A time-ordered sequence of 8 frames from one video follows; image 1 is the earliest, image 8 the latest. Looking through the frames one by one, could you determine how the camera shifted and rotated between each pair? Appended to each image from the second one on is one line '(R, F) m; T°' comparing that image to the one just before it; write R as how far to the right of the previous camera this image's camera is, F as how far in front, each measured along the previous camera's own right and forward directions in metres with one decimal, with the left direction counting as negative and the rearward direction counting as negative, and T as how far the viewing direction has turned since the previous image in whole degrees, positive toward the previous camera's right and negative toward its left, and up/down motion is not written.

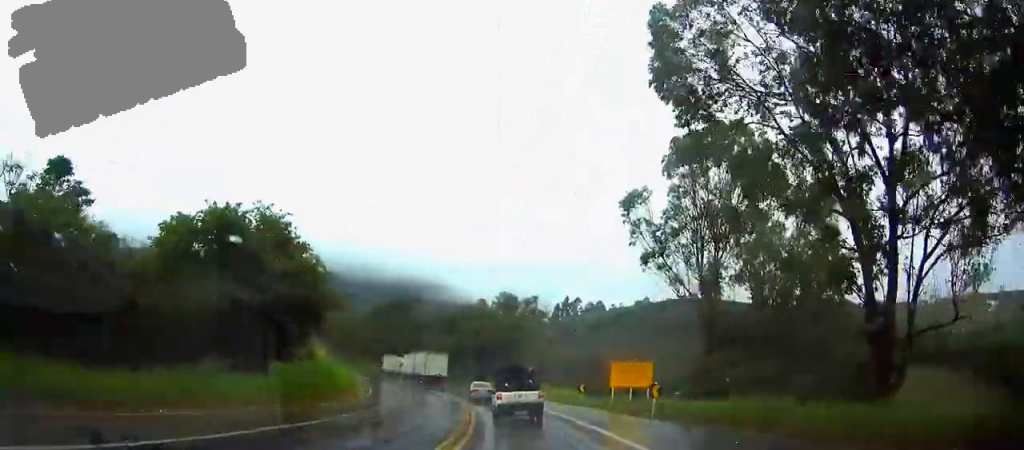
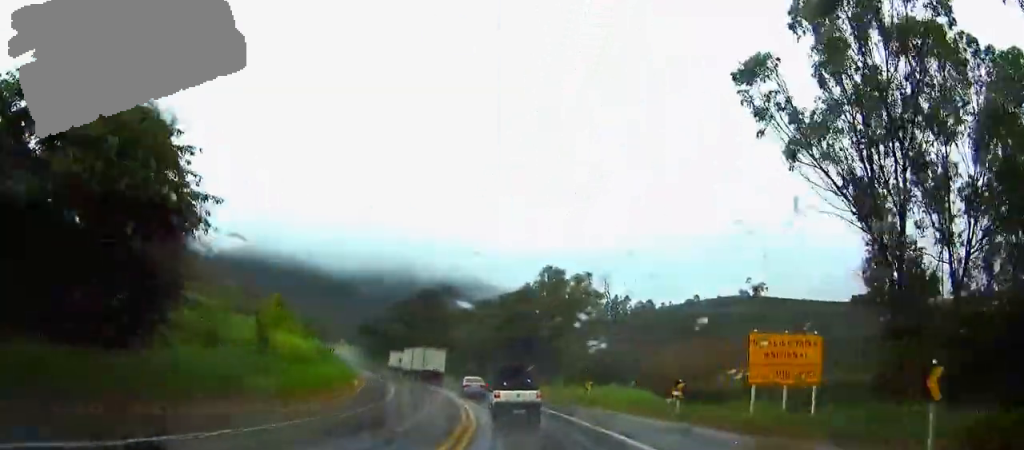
(-1.5, +18.8) m; -6°
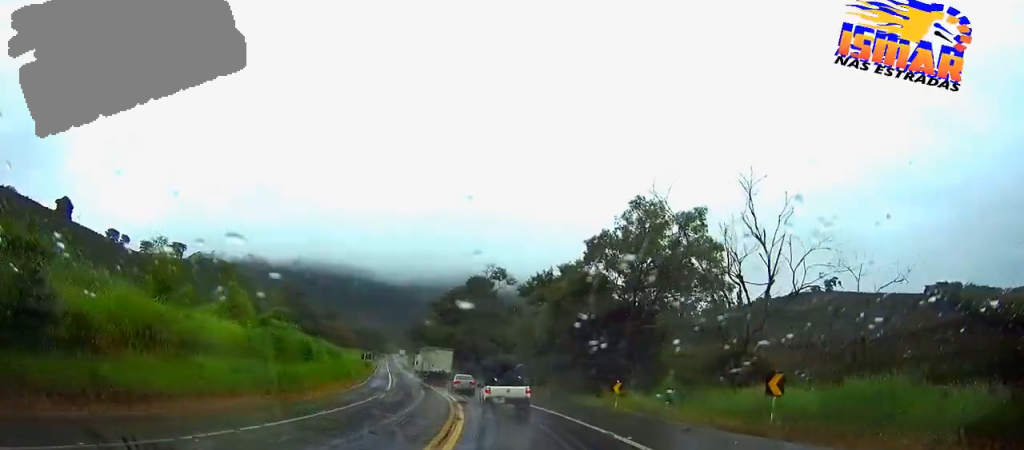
(-1.0, +24.7) m; -6°
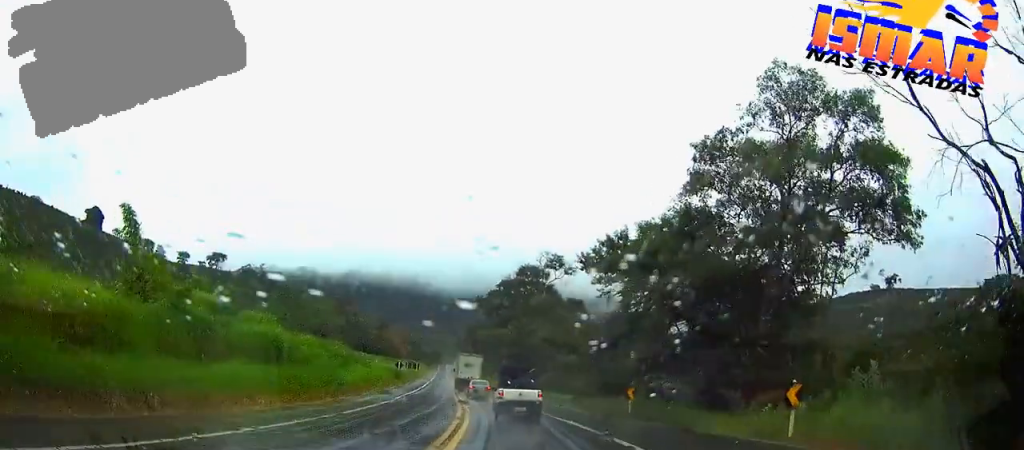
(-0.8, +17.8) m; -4°
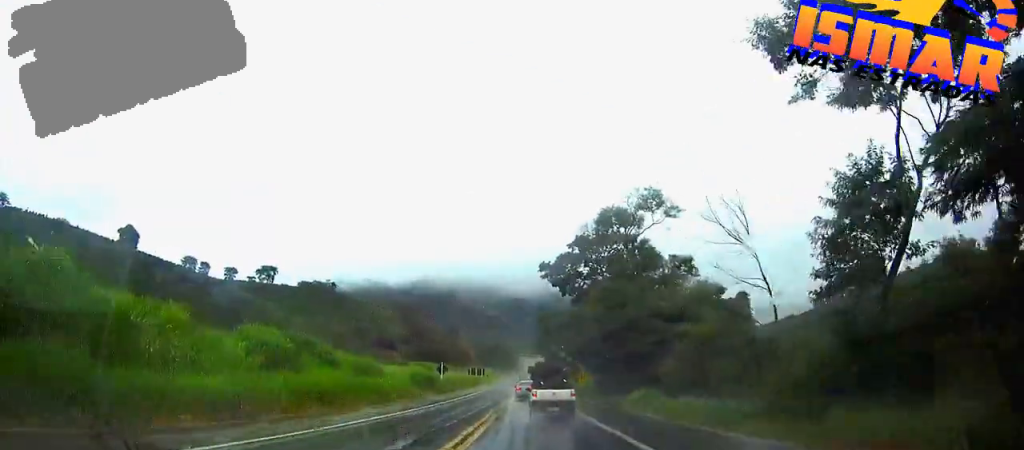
(-1.7, +29.1) m; -6°
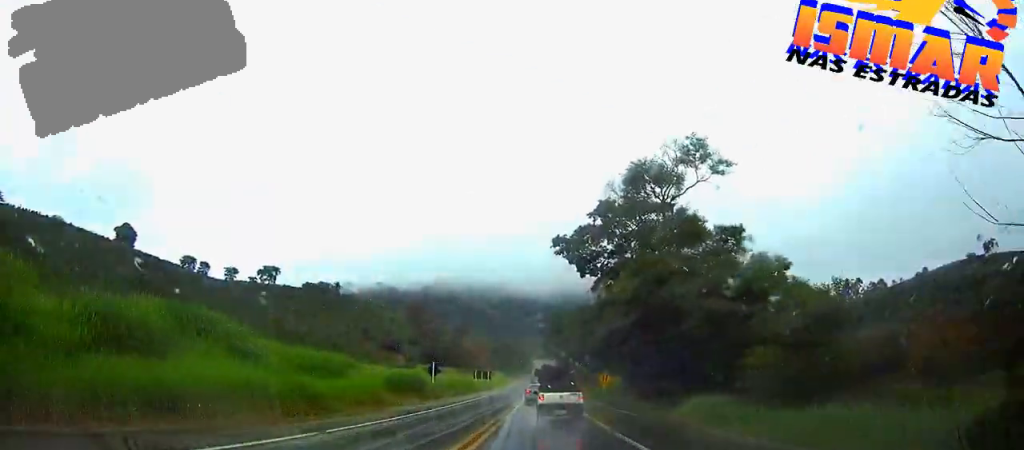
(-0.3, +13.7) m; -2°
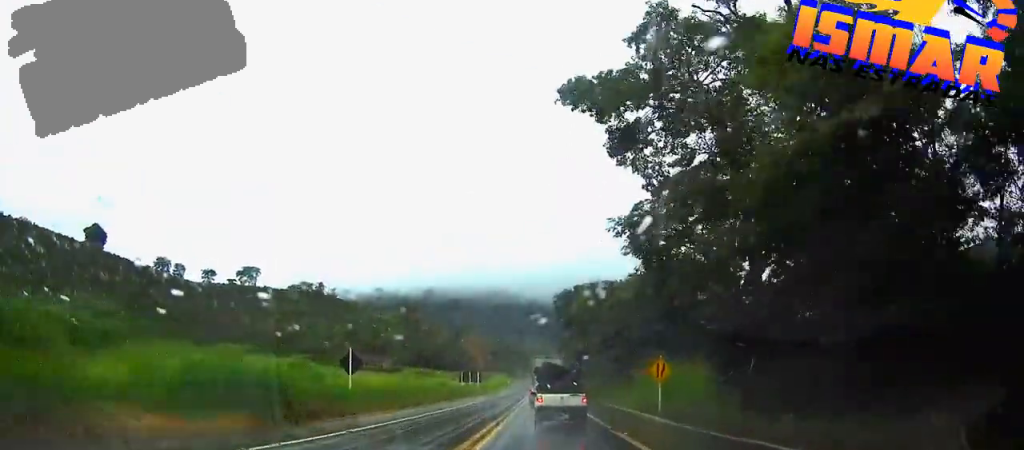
(-0.3, +28.1) m; -1°
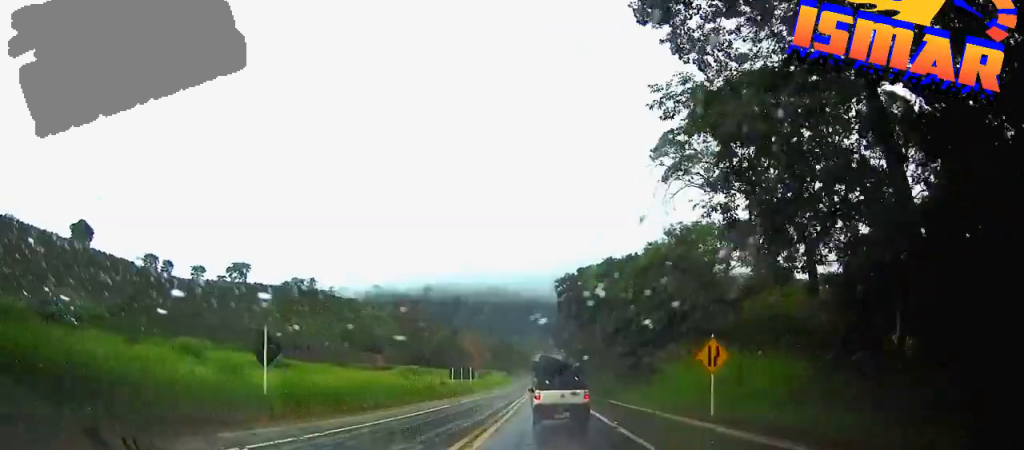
(0.0, +10.9) m; 0°
